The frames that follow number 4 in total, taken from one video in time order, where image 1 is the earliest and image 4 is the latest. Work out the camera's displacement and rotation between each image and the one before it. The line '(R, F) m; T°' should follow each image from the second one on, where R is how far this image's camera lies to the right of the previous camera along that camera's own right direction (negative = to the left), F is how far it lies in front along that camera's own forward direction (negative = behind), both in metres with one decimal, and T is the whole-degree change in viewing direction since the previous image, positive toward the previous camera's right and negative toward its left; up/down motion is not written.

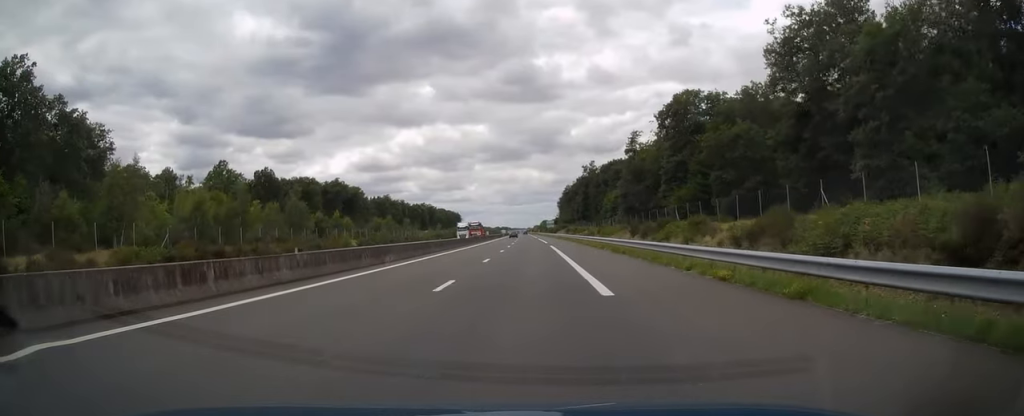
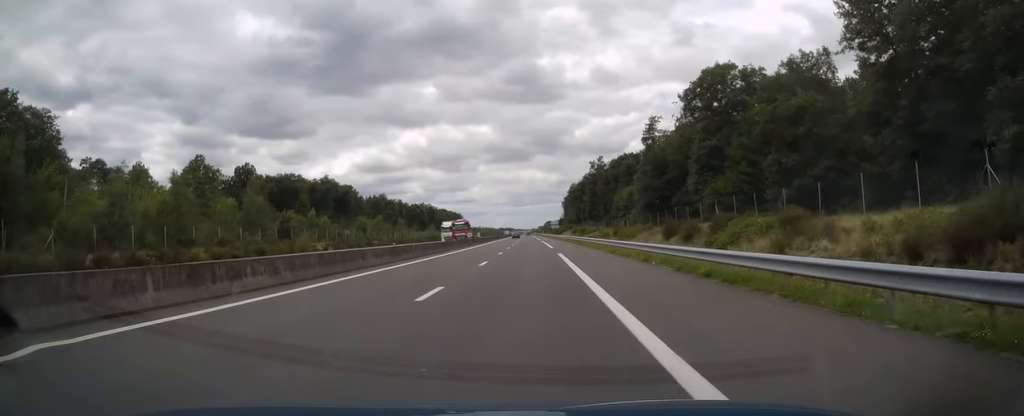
(0.0, +14.7) m; 0°
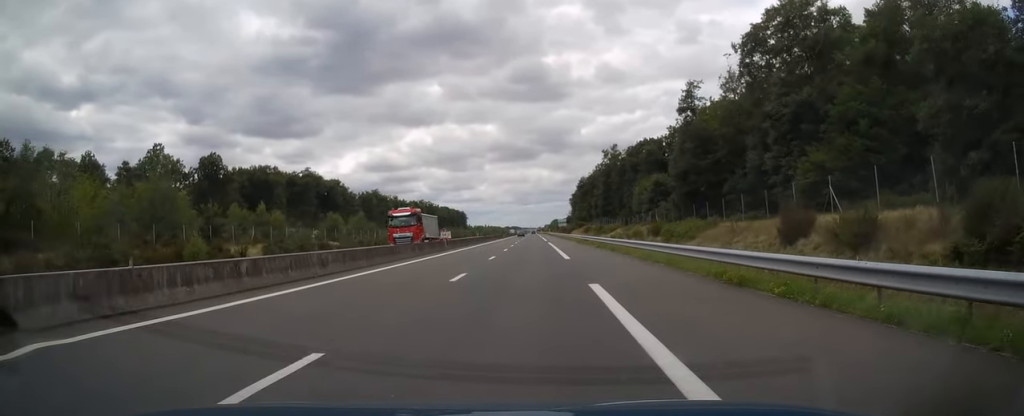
(0.0, +21.6) m; 0°
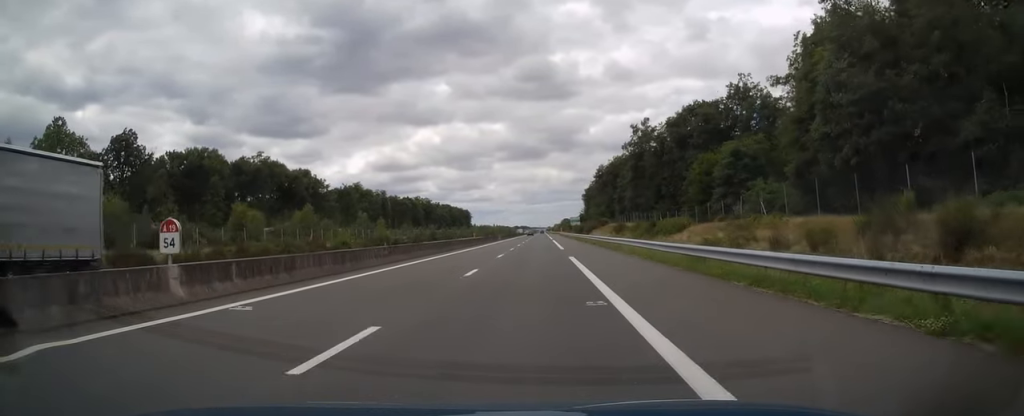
(-0.3, +37.3) m; -1°
